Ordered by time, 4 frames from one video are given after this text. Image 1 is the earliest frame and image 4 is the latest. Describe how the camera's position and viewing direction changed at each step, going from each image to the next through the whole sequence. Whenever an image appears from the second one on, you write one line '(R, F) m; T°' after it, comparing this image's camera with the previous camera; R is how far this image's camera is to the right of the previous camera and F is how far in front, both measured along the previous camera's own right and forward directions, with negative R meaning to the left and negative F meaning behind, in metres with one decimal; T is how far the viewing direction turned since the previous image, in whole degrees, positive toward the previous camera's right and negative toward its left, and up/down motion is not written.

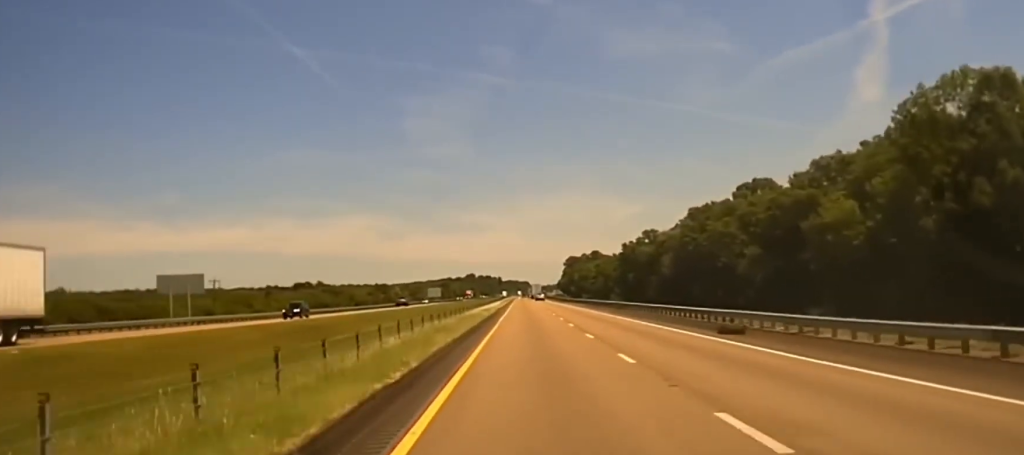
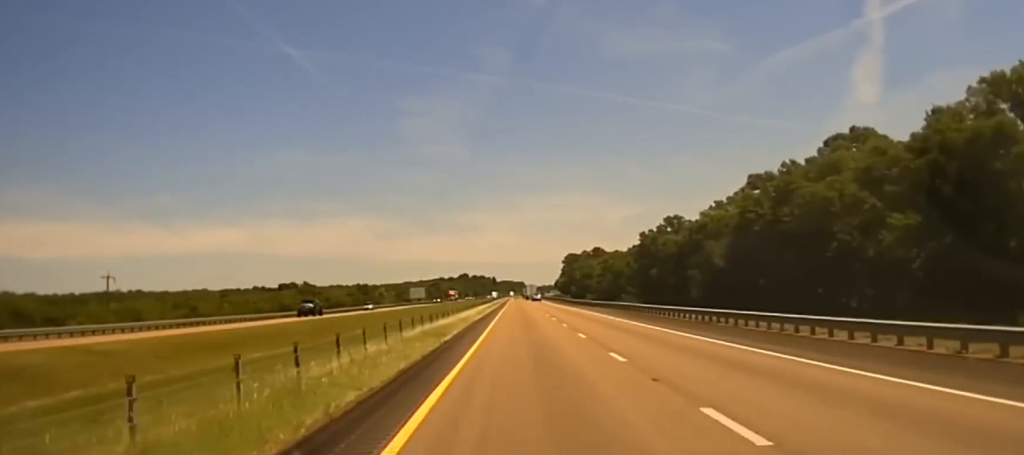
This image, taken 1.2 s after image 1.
(-0.1, +49.2) m; 0°
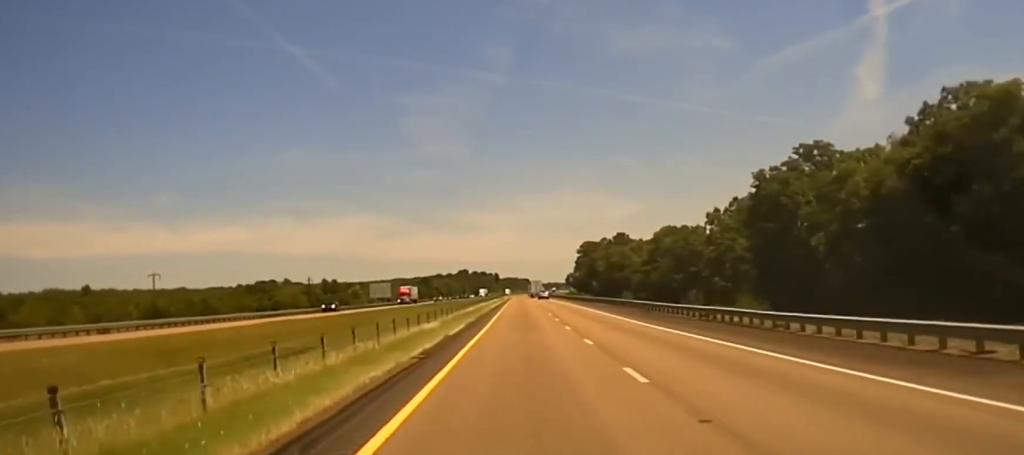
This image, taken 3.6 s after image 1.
(-0.5, +102.8) m; 0°
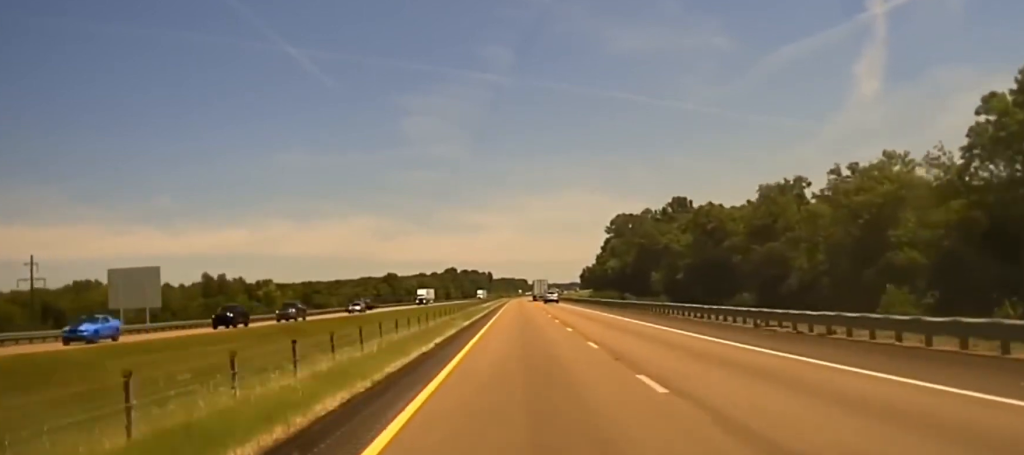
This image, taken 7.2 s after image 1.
(-0.2, +134.4) m; 0°
